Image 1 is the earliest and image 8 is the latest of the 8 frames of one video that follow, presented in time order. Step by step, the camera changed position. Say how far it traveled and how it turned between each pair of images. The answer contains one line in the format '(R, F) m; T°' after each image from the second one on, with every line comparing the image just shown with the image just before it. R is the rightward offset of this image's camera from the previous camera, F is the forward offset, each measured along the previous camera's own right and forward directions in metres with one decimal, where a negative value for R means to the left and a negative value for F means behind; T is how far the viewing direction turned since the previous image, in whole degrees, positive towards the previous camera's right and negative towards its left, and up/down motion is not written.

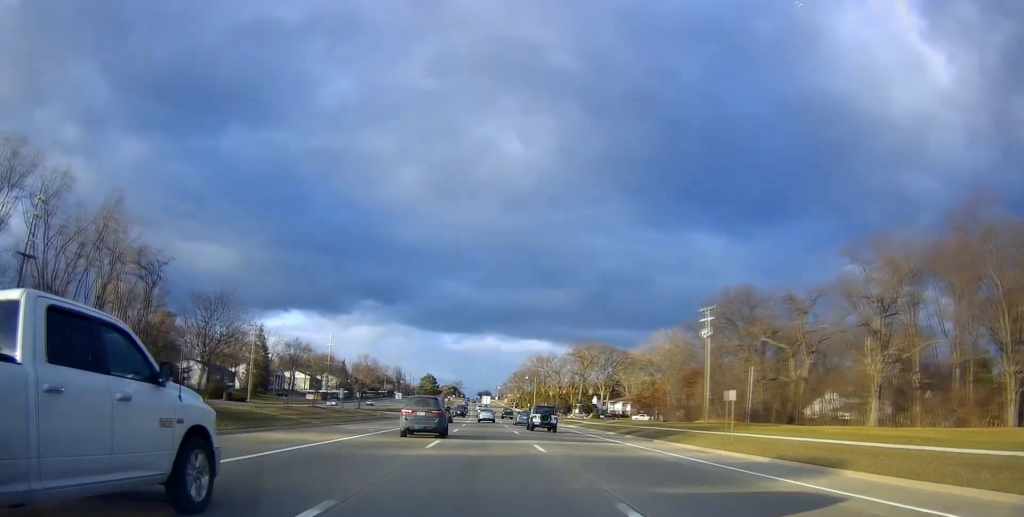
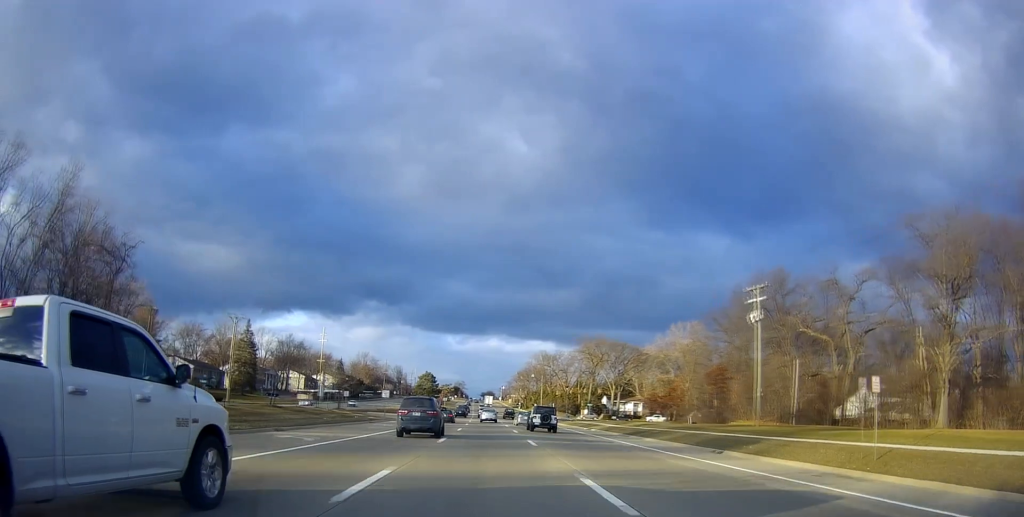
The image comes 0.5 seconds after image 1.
(+0.4, +11.5) m; 0°
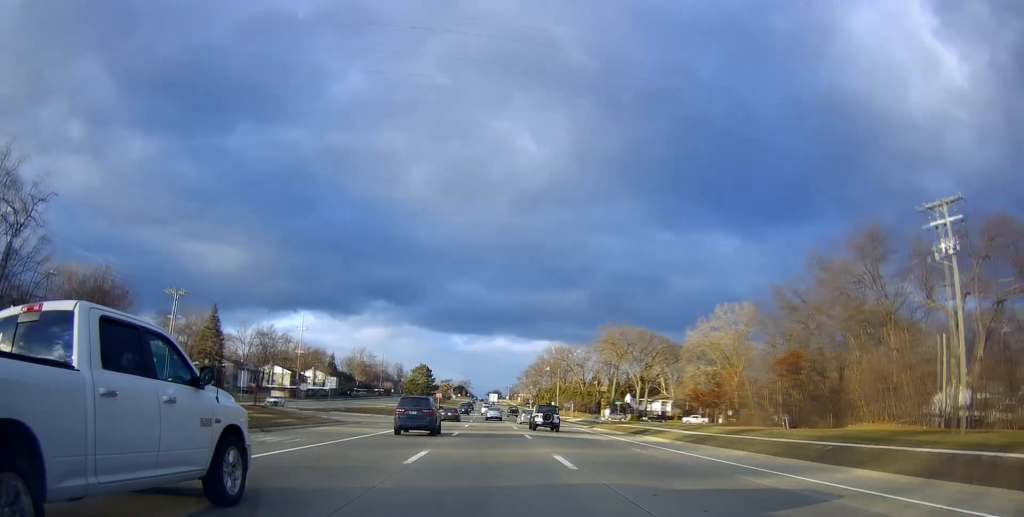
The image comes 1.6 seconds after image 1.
(-0.7, +24.5) m; -2°
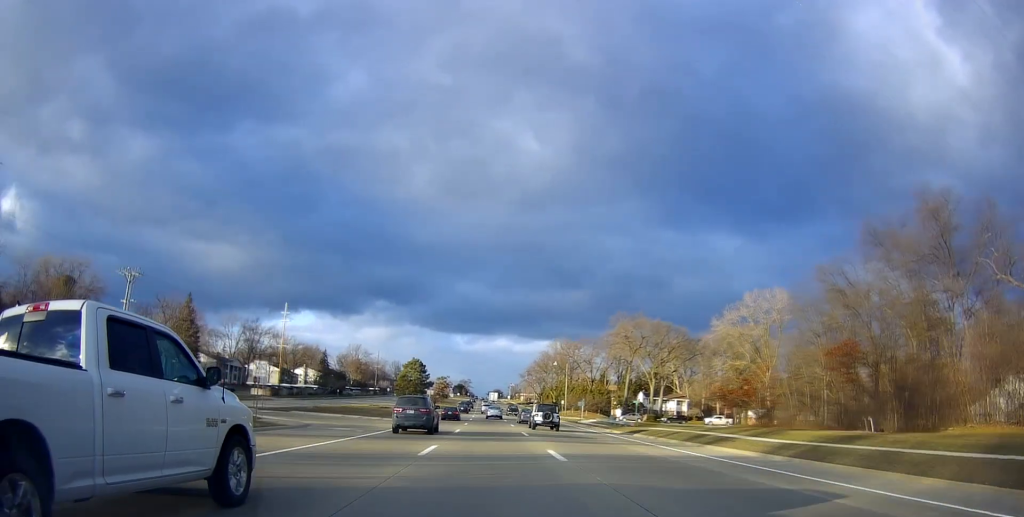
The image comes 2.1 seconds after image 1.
(0.0, +13.1) m; 0°
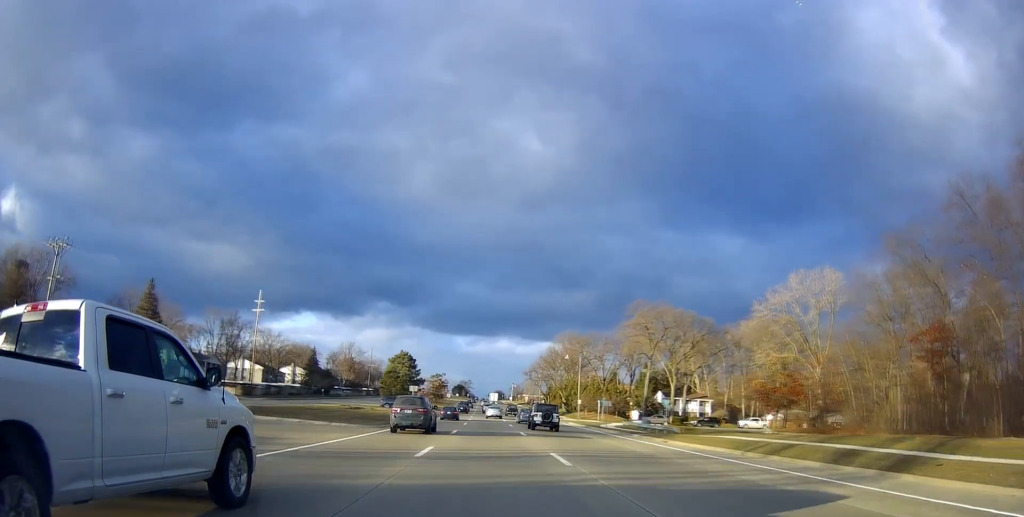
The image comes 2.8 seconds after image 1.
(0.0, +16.3) m; 0°
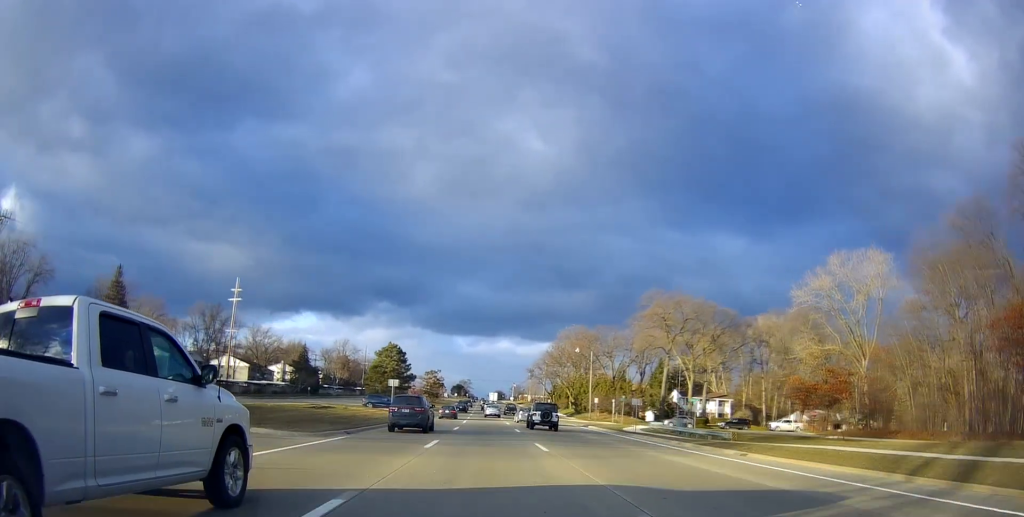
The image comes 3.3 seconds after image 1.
(0.0, +11.6) m; 0°
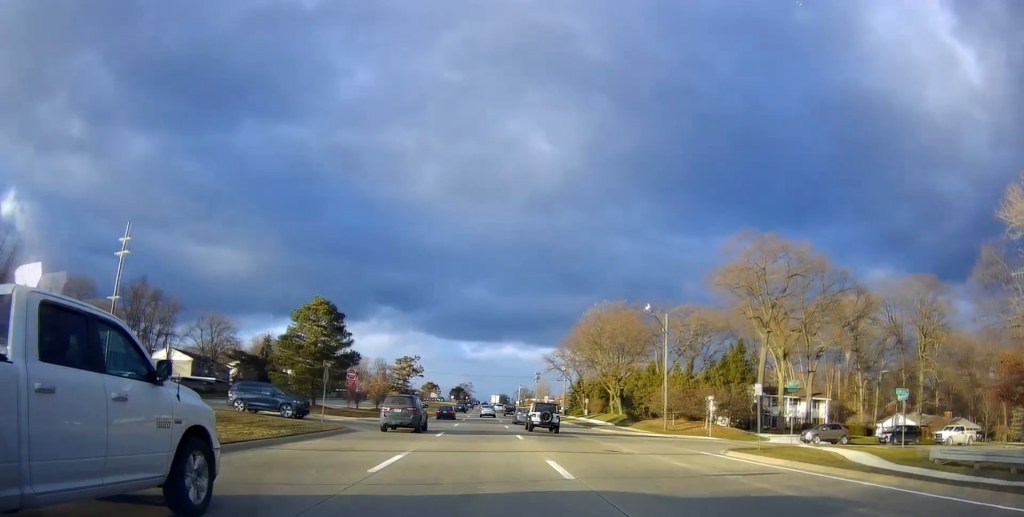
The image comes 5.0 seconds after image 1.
(0.0, +37.7) m; -1°
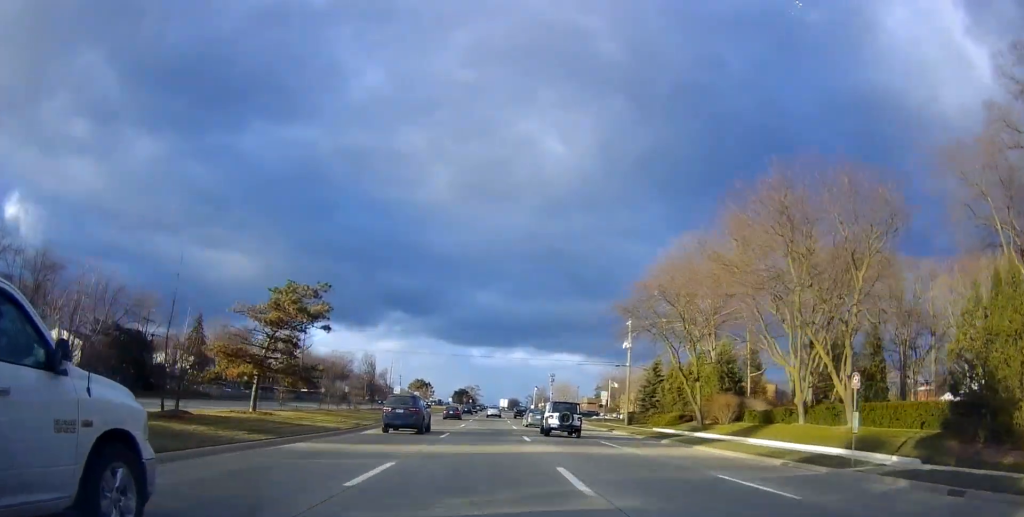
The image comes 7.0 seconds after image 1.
(-1.1, +48.2) m; -1°
